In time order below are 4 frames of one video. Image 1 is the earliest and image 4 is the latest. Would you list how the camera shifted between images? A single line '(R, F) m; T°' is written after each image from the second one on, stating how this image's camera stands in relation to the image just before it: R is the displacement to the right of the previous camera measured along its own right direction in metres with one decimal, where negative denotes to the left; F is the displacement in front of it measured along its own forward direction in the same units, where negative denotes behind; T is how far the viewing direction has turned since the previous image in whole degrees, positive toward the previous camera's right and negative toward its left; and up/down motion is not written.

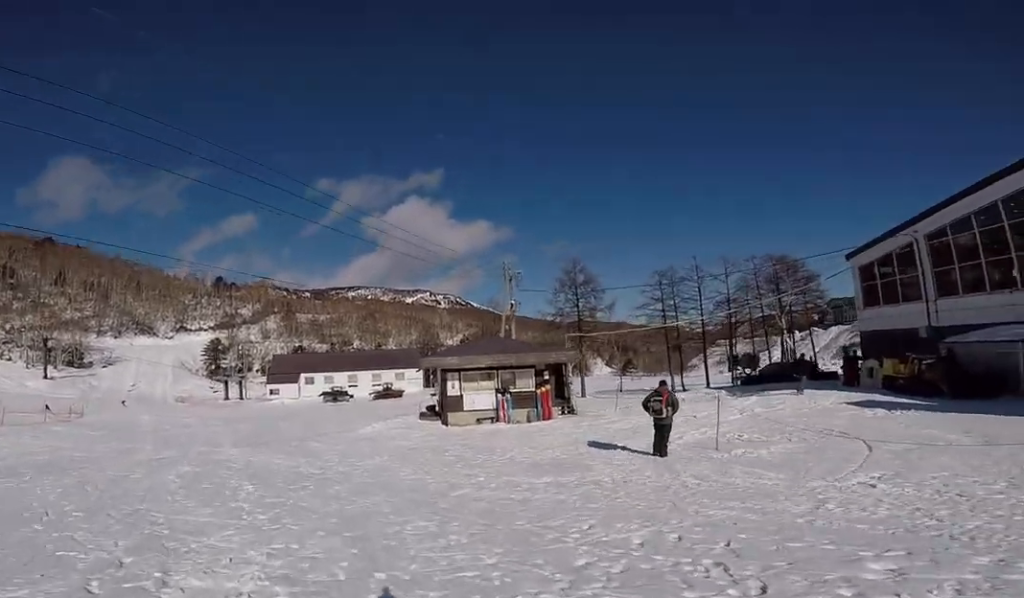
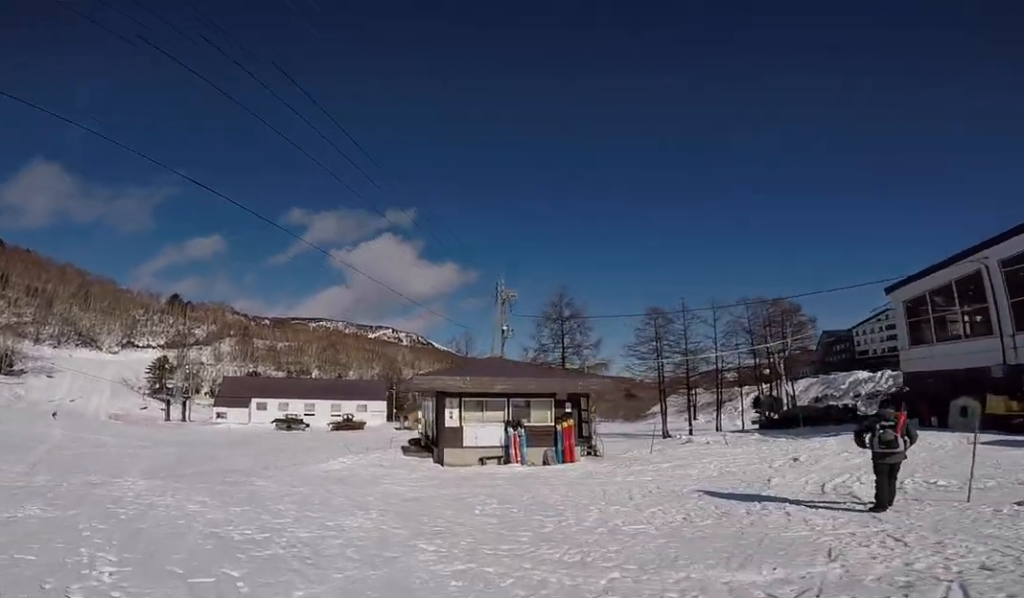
(+0.6, +5.5) m; 0°
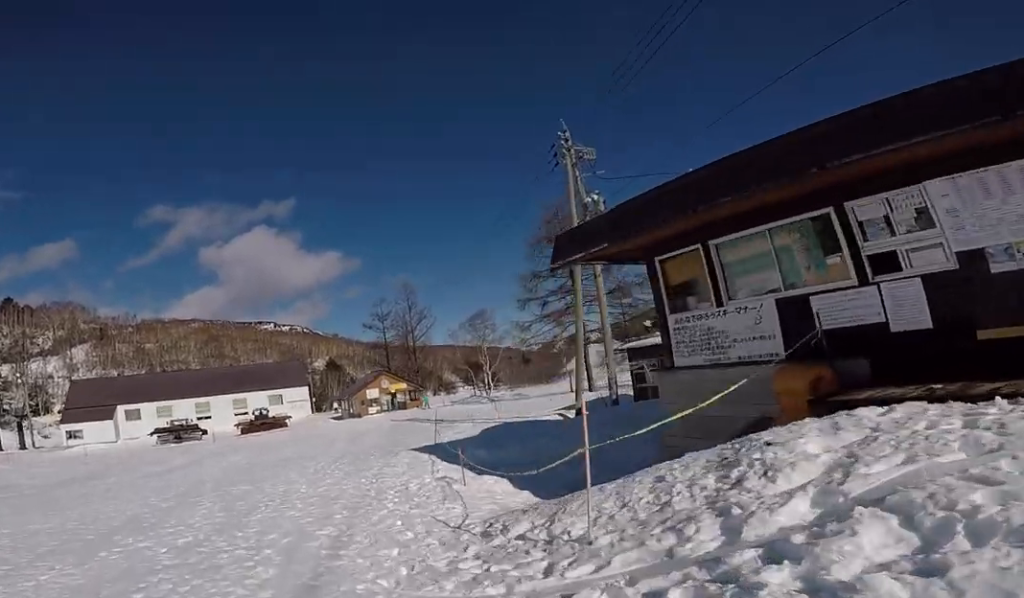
(+0.6, +17.2) m; +20°
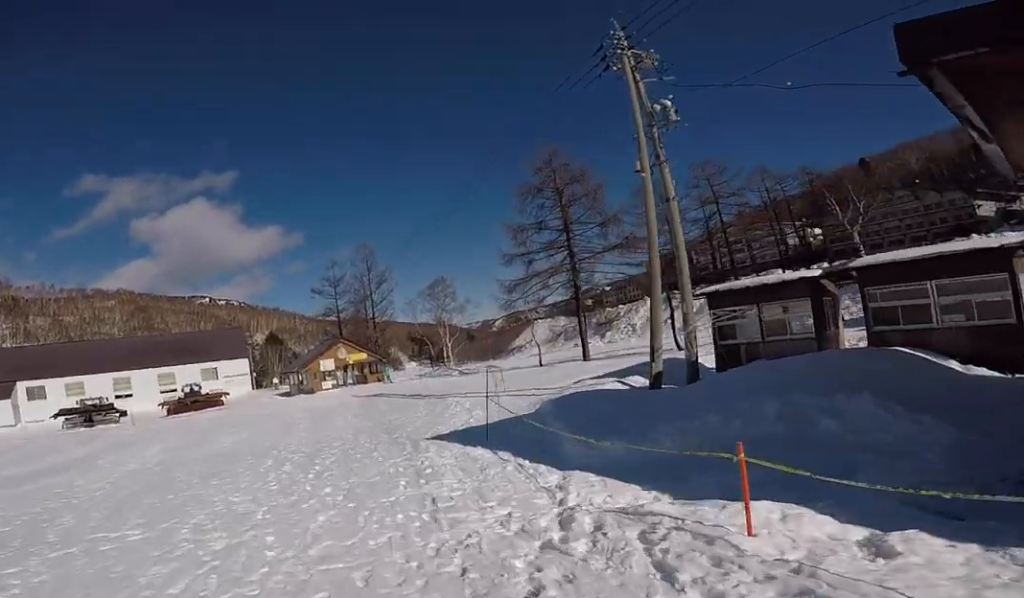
(+1.1, +5.8) m; +10°
